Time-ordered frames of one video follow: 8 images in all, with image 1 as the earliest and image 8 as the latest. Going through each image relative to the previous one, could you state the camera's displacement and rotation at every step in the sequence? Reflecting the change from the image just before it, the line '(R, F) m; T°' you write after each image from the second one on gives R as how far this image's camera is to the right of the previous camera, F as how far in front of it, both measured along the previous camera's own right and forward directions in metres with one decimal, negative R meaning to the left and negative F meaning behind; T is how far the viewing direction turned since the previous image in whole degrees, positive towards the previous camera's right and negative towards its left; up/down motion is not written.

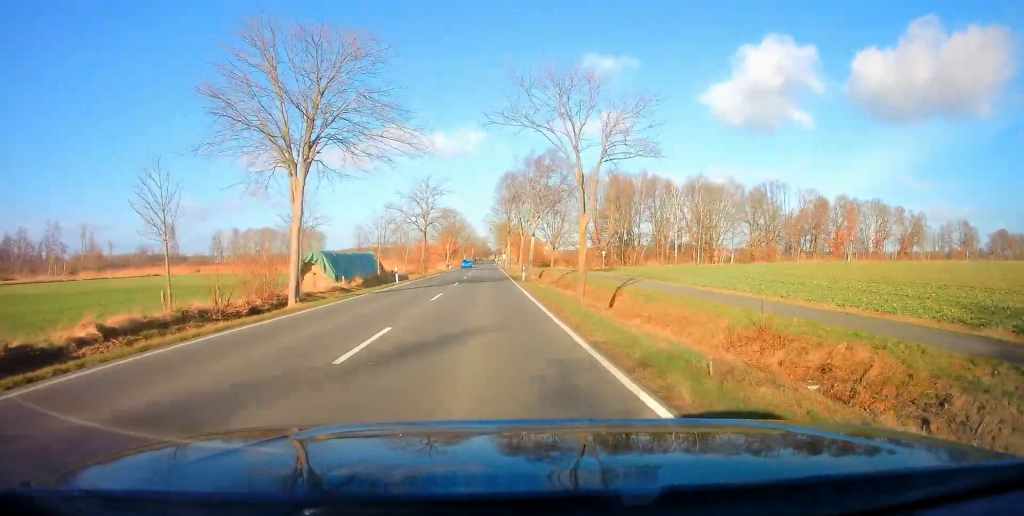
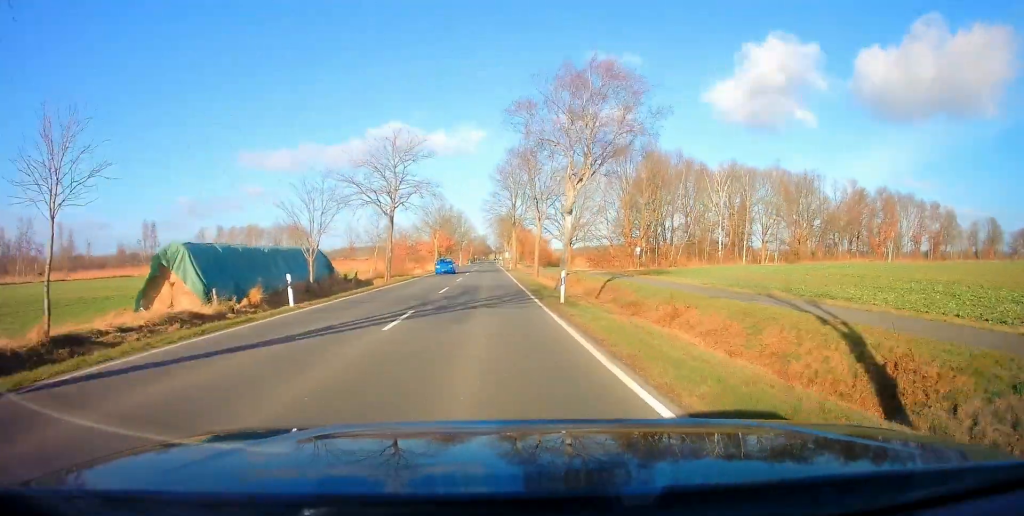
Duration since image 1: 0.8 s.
(-0.3, +20.8) m; -1°
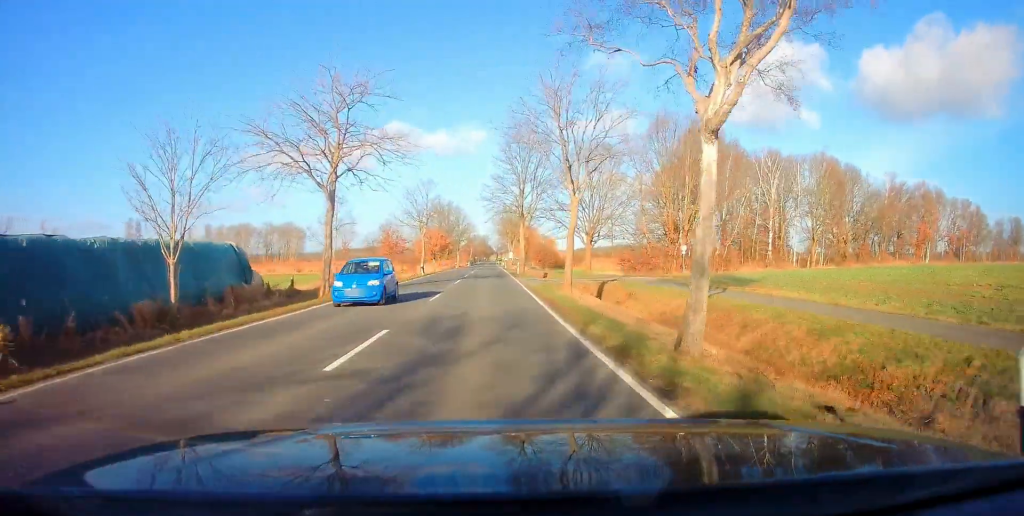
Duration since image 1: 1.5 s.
(0.0, +15.9) m; 0°
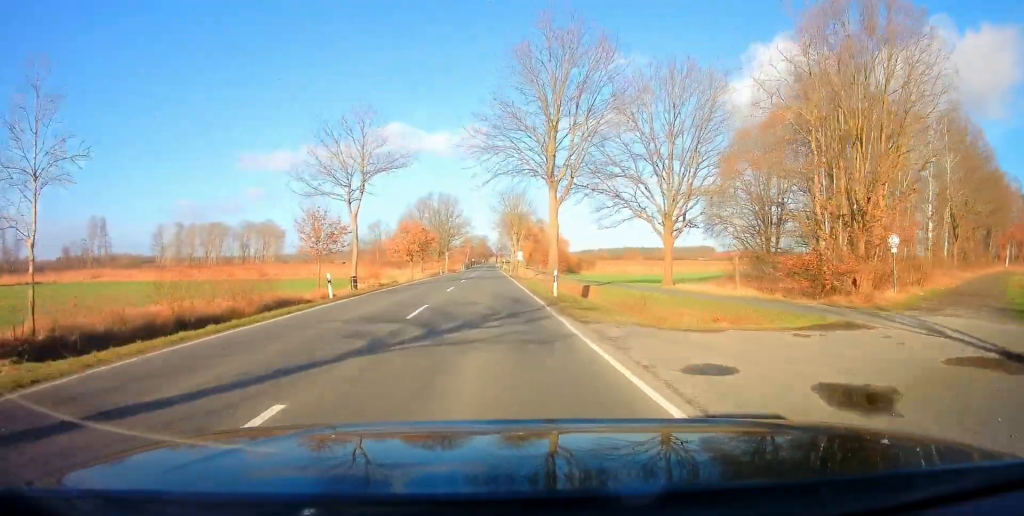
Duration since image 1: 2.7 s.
(0.0, +29.9) m; -1°
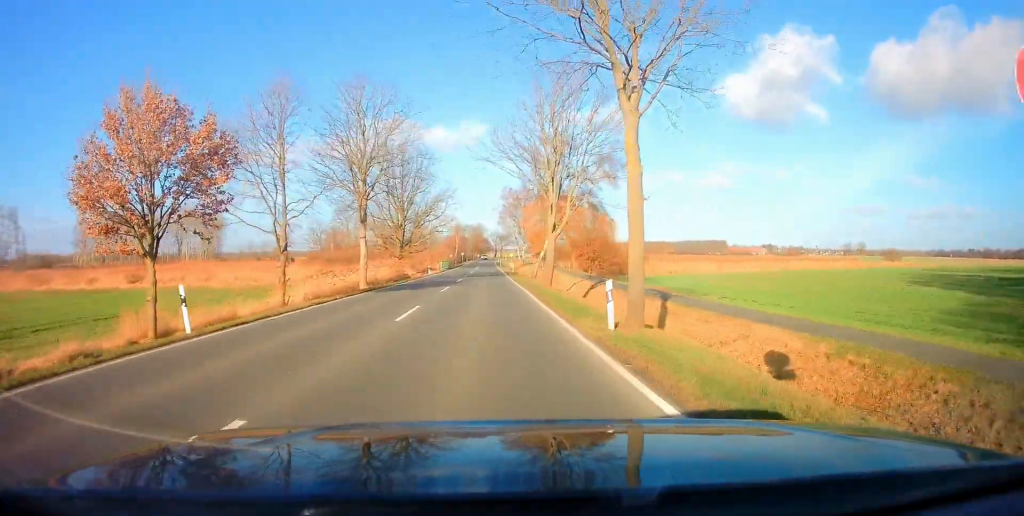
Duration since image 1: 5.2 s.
(+0.6, +61.1) m; +1°
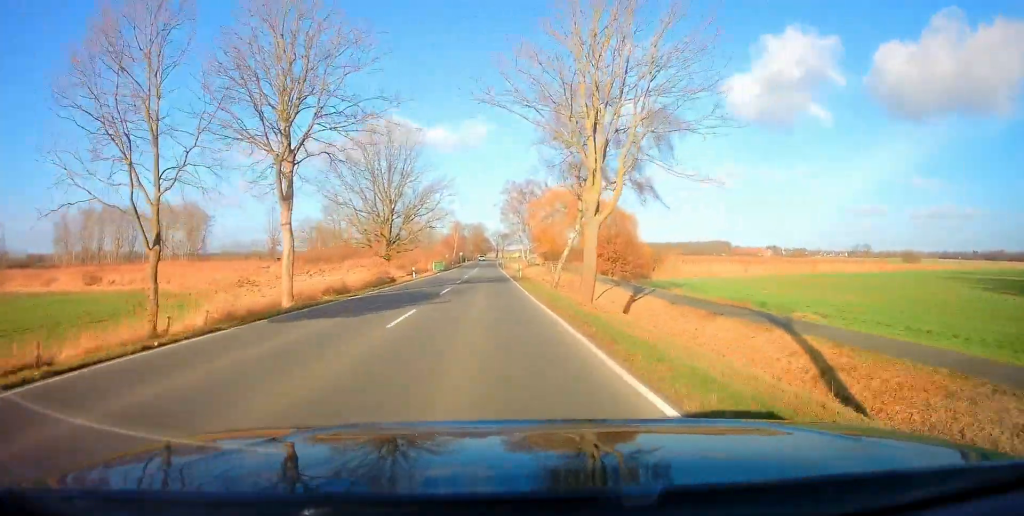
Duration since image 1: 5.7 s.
(-0.1, +13.1) m; 0°
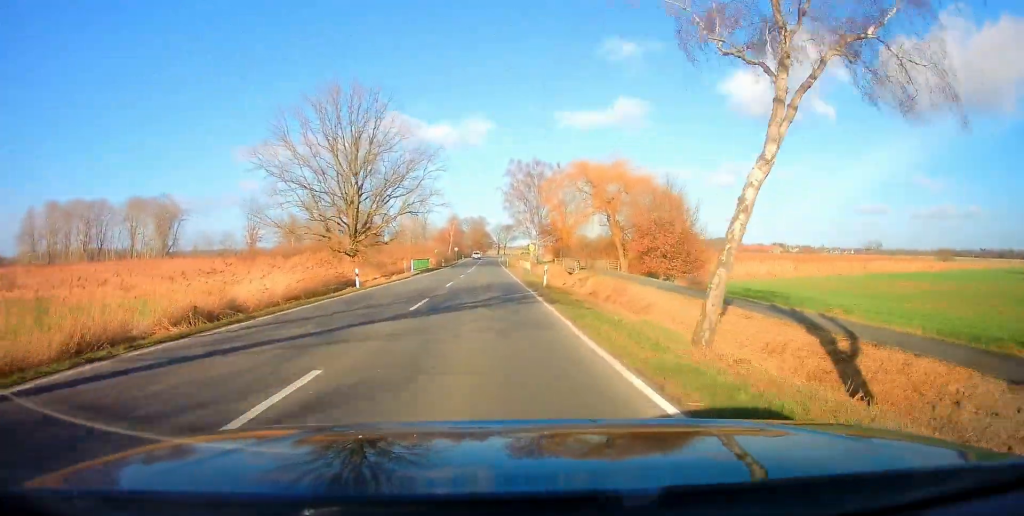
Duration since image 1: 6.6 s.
(-0.1, +20.8) m; 0°
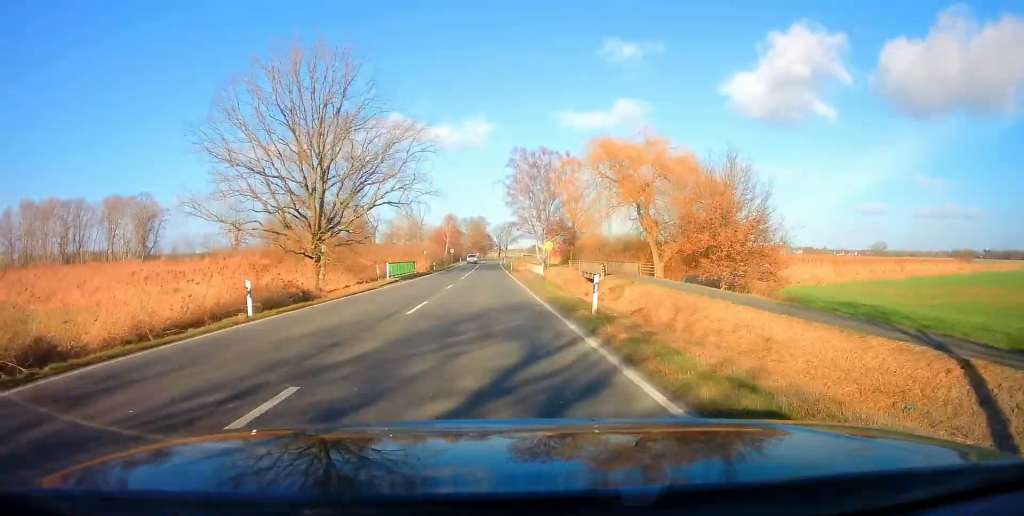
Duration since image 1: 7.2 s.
(0.0, +12.8) m; 0°
